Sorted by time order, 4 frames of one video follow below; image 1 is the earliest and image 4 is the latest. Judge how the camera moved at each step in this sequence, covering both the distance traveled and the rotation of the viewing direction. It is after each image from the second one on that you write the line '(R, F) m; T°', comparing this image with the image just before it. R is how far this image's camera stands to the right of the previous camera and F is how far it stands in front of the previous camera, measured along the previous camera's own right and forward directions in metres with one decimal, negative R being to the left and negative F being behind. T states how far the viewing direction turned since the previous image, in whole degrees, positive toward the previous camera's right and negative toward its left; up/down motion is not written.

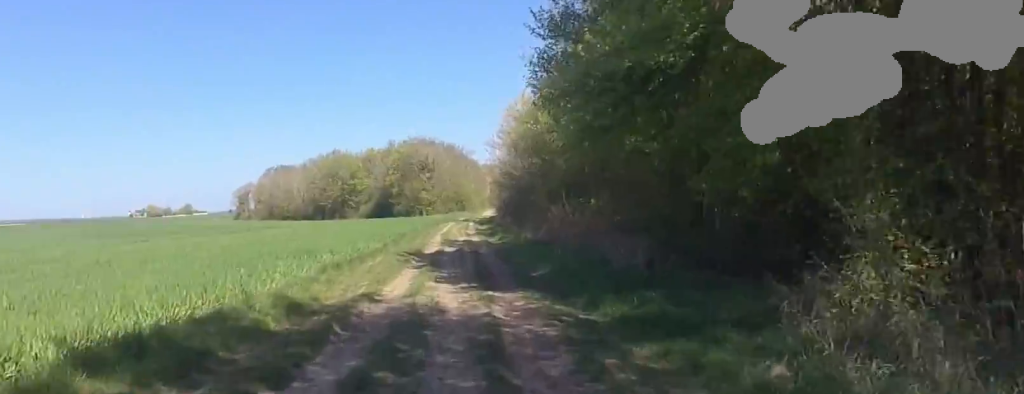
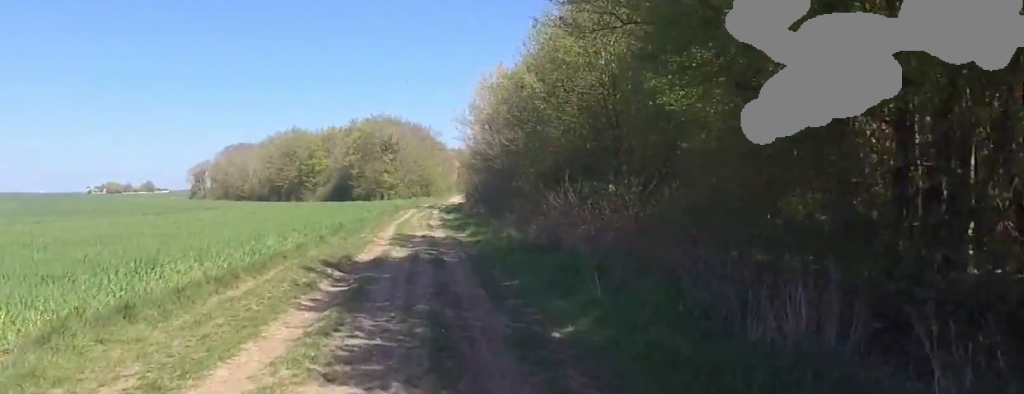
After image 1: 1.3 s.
(+0.1, +7.7) m; +1°
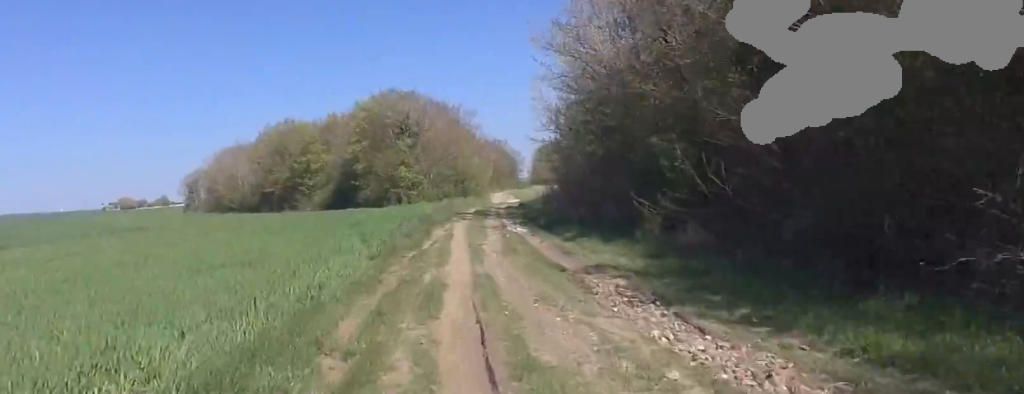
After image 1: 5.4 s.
(0.0, +25.4) m; 0°
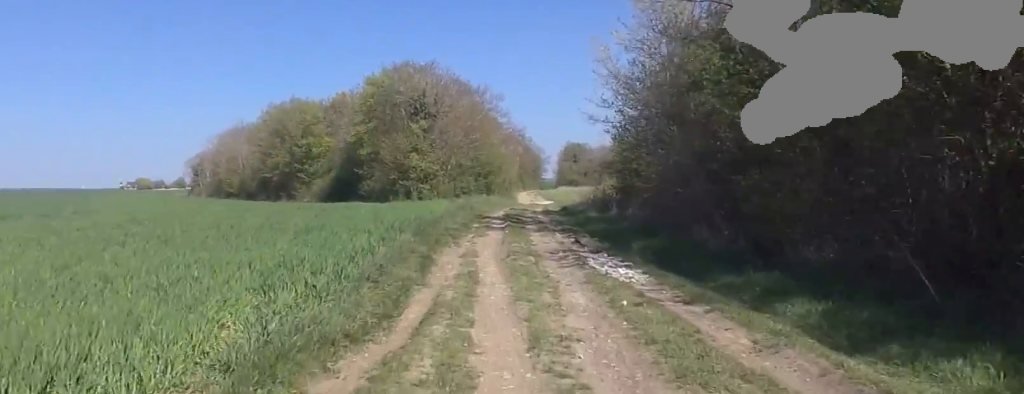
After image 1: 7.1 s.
(0.0, +9.8) m; 0°
